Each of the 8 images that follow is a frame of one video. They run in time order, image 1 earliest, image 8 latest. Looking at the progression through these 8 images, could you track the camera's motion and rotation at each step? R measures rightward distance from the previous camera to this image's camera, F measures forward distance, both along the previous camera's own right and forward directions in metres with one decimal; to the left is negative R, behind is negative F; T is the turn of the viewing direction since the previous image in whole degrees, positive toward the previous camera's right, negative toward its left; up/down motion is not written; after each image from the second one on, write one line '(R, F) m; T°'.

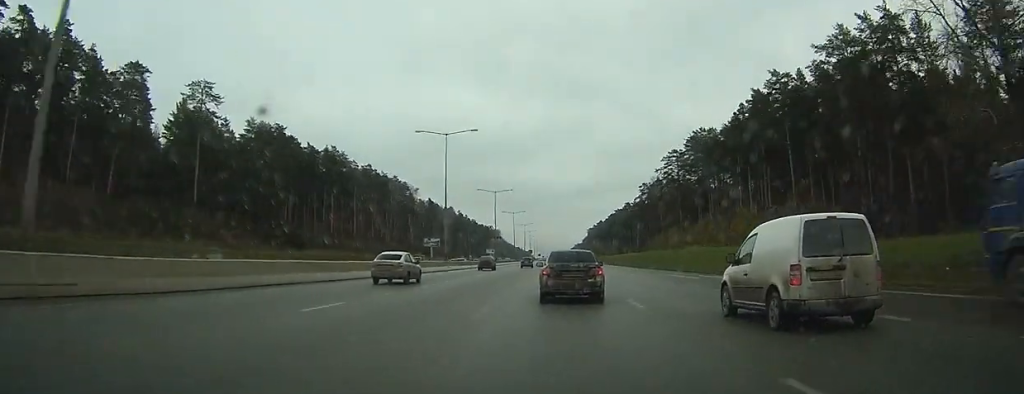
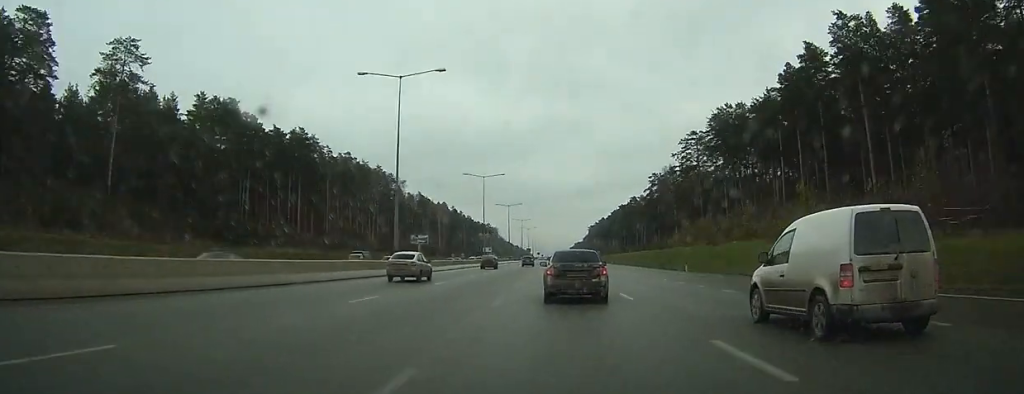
(0.0, +21.2) m; 0°
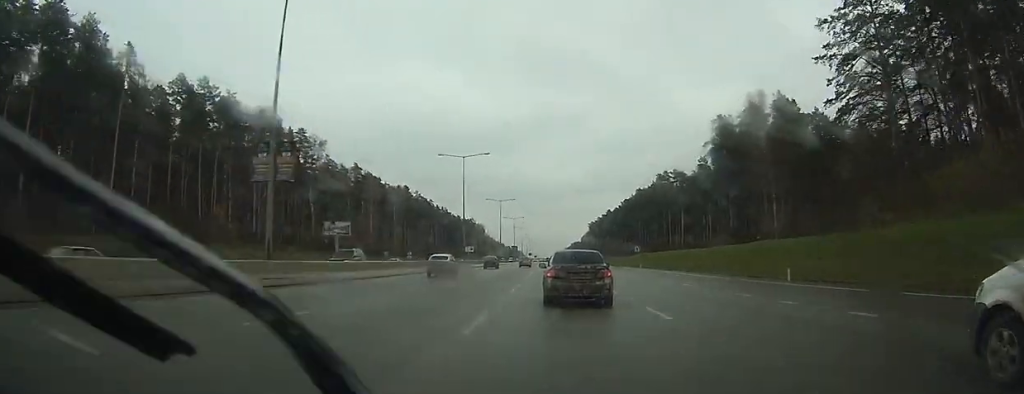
(-0.1, +77.1) m; 0°
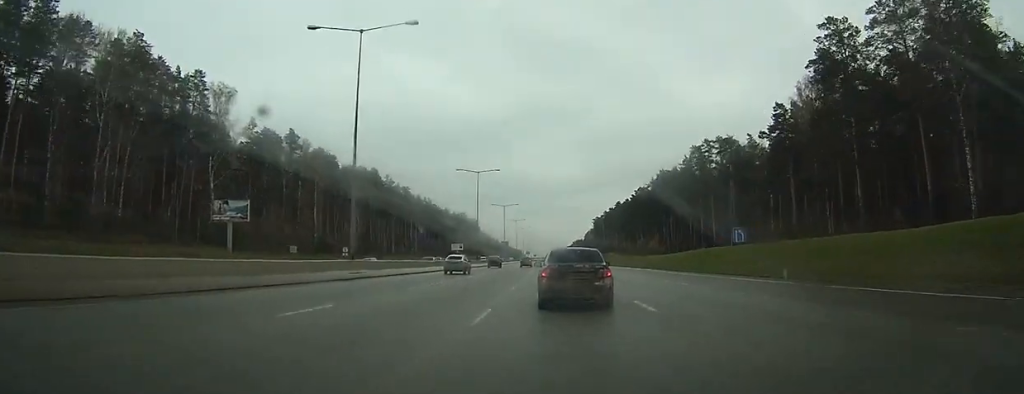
(0.0, +46.2) m; 0°
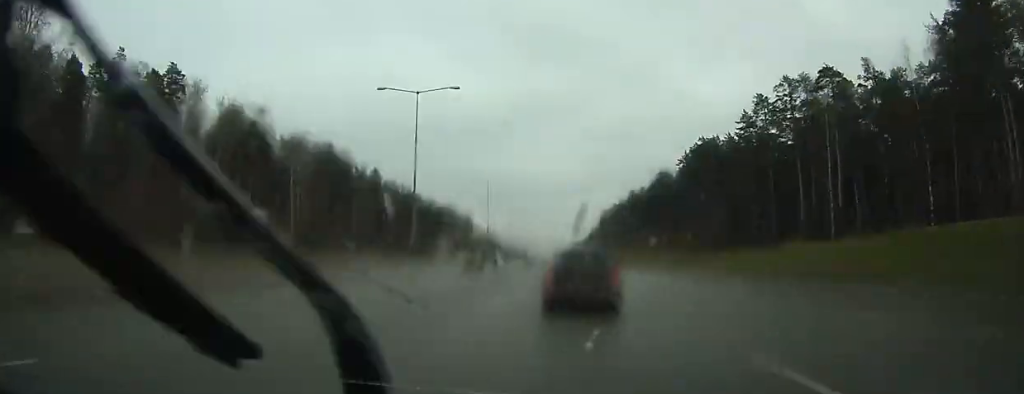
(0.0, +46.0) m; 0°
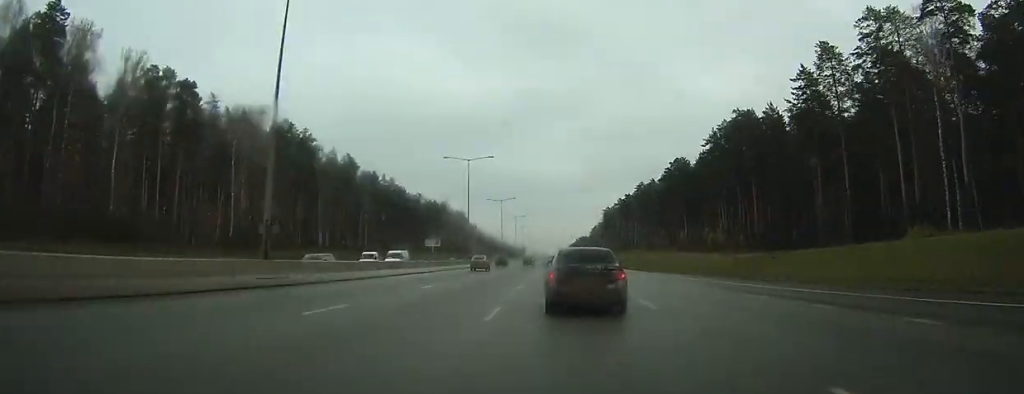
(0.0, +26.2) m; 0°
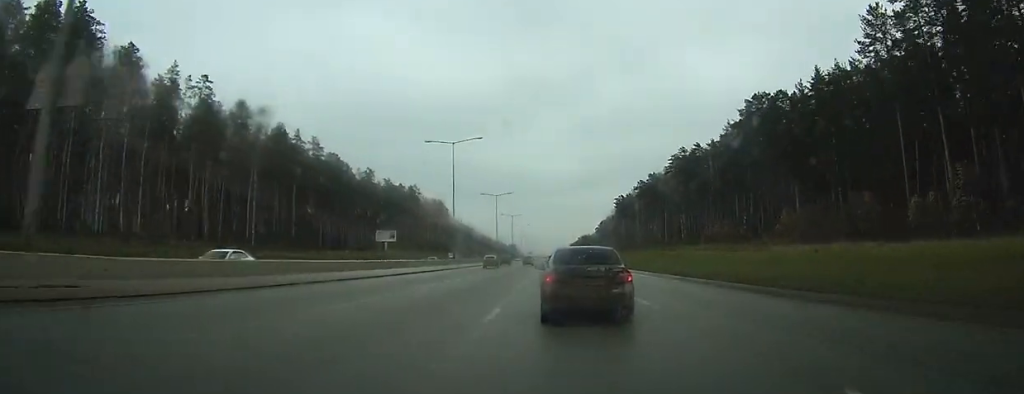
(0.0, +71.1) m; 0°
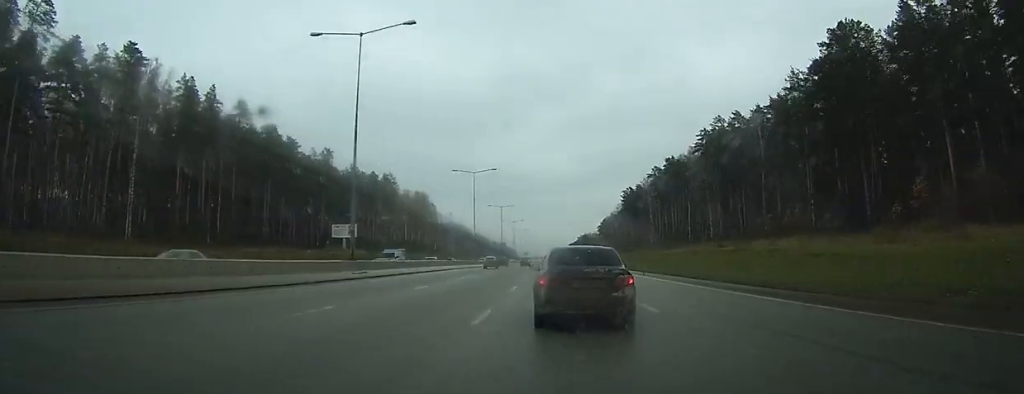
(0.0, +34.5) m; 0°
